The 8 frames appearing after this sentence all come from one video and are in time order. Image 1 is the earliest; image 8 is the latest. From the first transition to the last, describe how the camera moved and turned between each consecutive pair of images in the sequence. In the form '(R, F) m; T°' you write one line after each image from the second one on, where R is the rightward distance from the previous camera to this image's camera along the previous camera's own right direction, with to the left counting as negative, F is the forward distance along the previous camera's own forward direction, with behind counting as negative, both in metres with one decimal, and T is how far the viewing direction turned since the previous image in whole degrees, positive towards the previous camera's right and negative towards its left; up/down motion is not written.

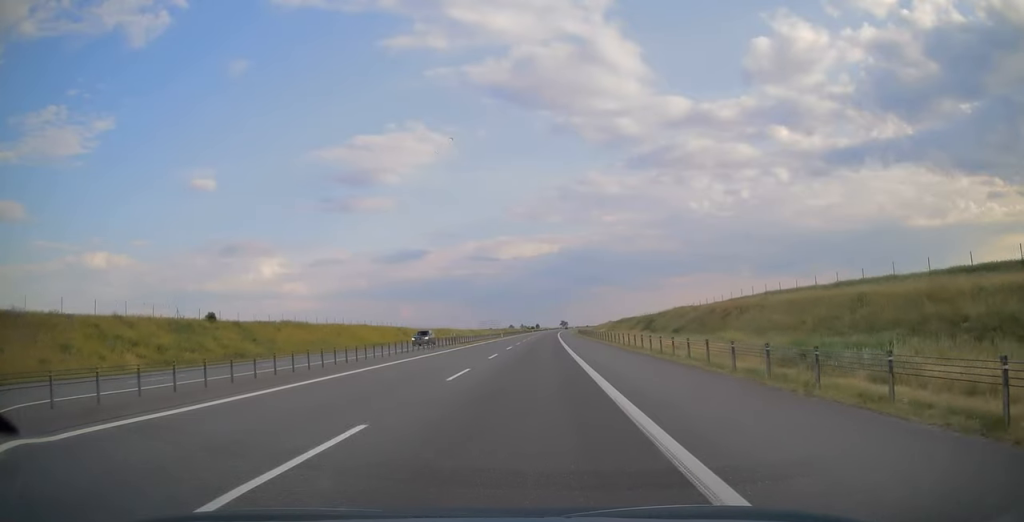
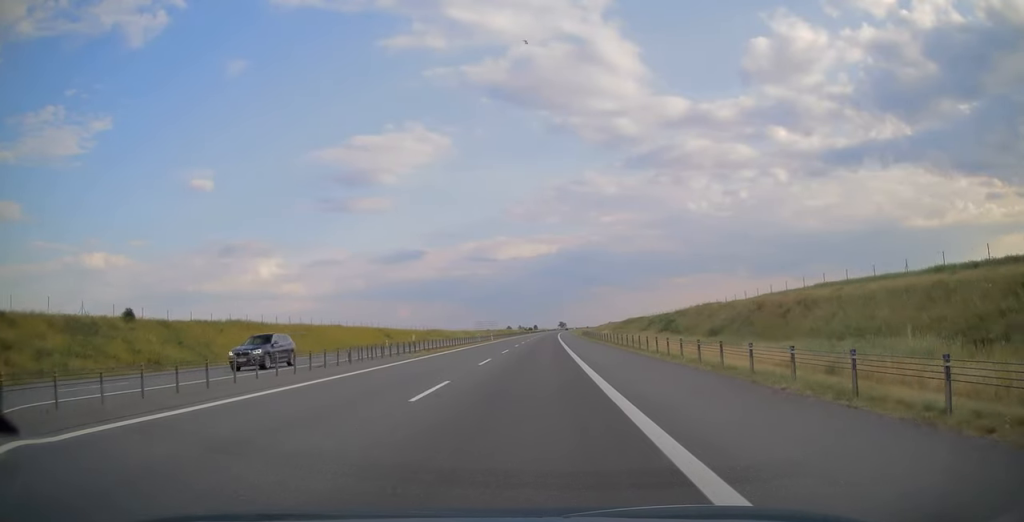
(0.0, +16.4) m; 0°
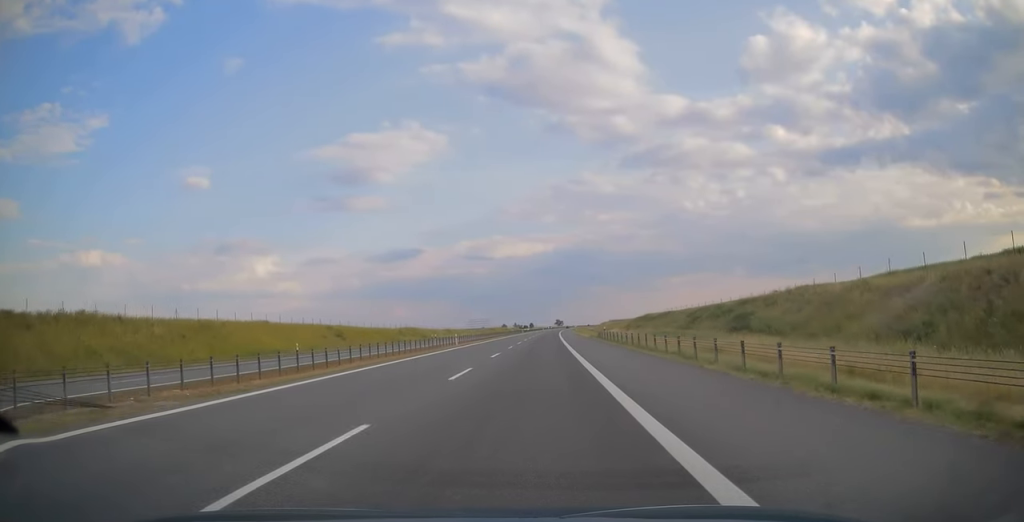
(+0.1, +31.7) m; 0°
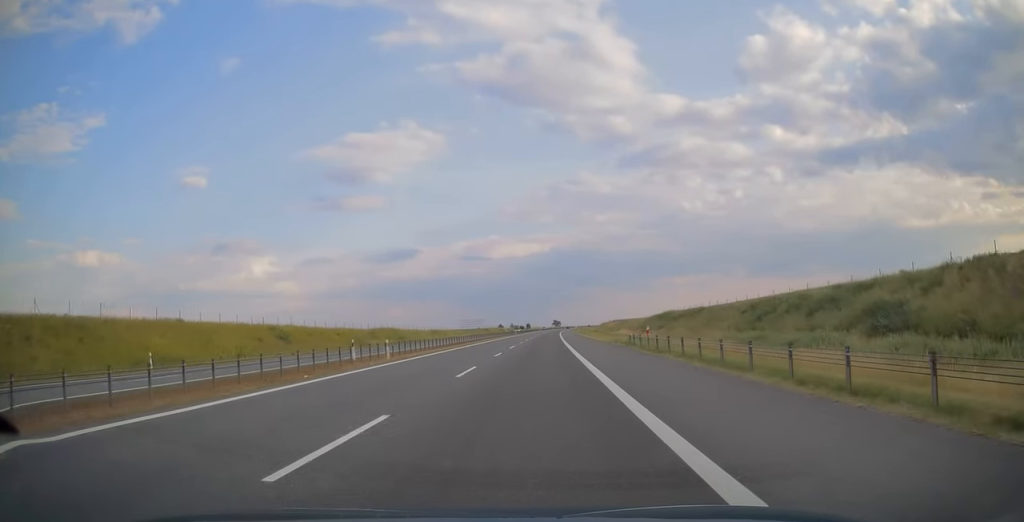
(0.0, +22.9) m; 0°
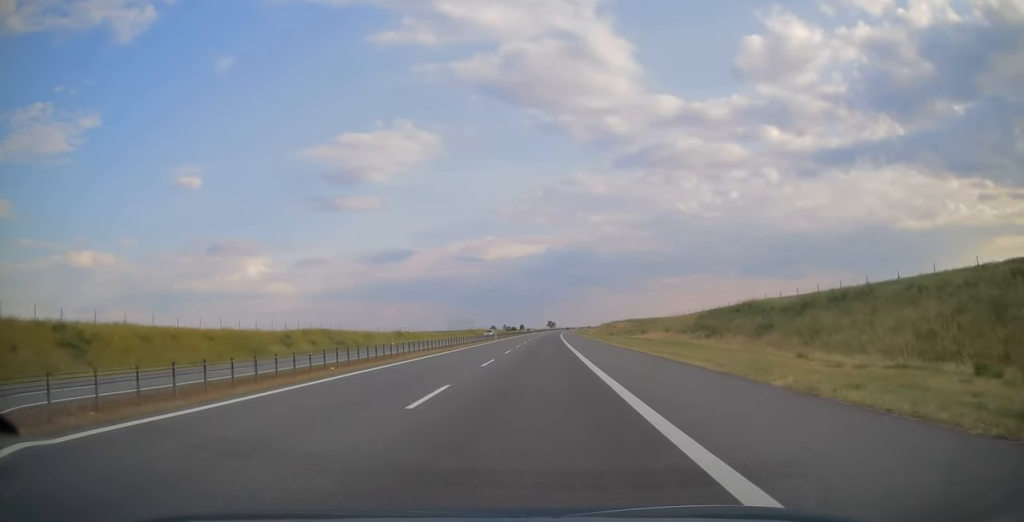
(+0.2, +42.6) m; +1°
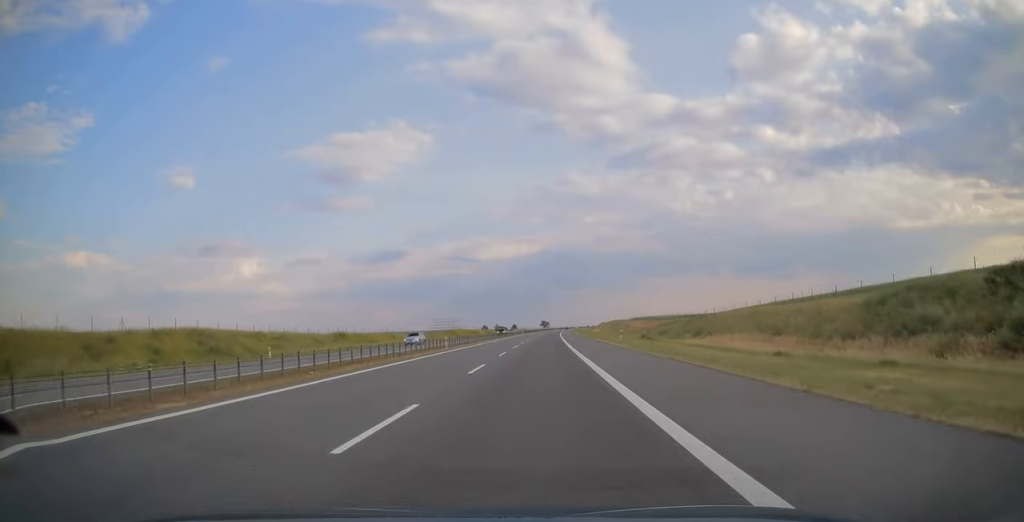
(+0.3, +39.8) m; +1°
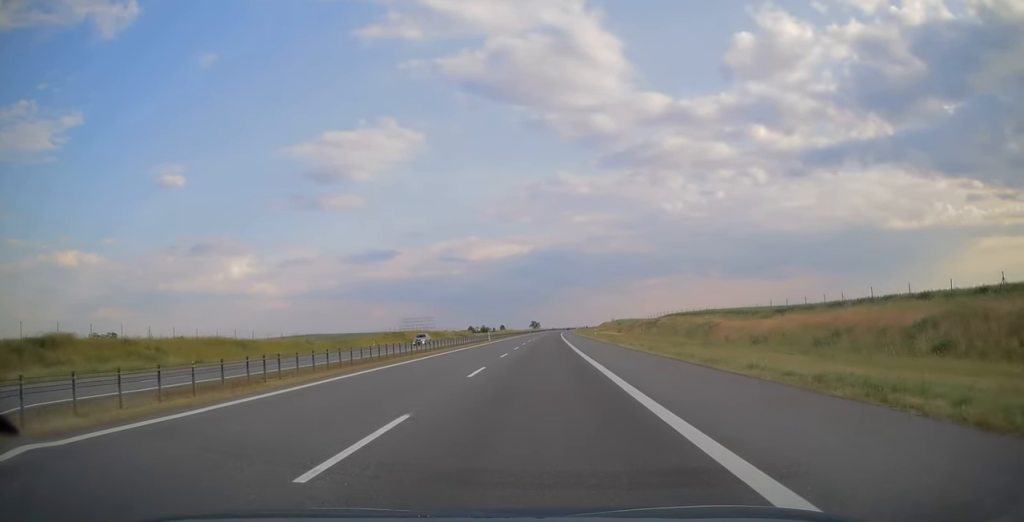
(+0.5, +73.2) m; +1°
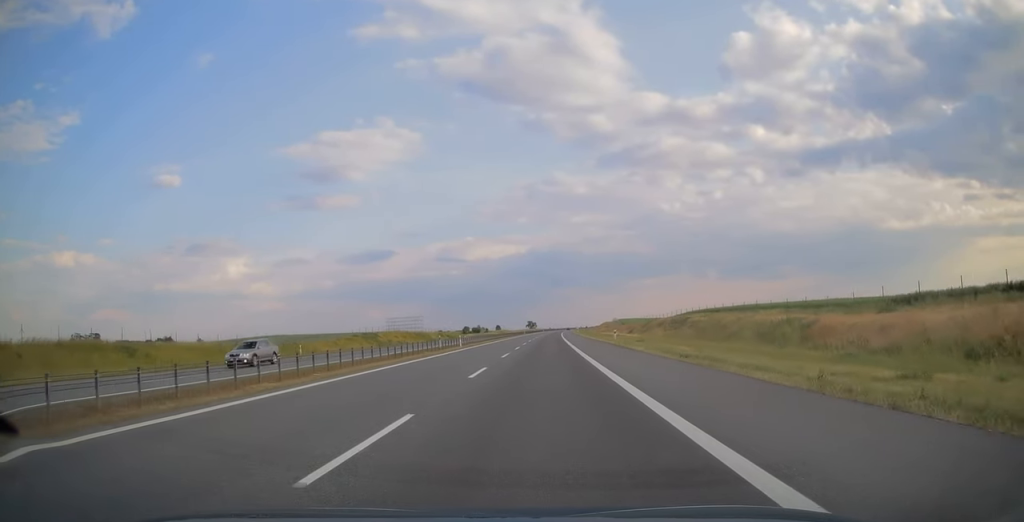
(+0.1, +24.0) m; 0°
